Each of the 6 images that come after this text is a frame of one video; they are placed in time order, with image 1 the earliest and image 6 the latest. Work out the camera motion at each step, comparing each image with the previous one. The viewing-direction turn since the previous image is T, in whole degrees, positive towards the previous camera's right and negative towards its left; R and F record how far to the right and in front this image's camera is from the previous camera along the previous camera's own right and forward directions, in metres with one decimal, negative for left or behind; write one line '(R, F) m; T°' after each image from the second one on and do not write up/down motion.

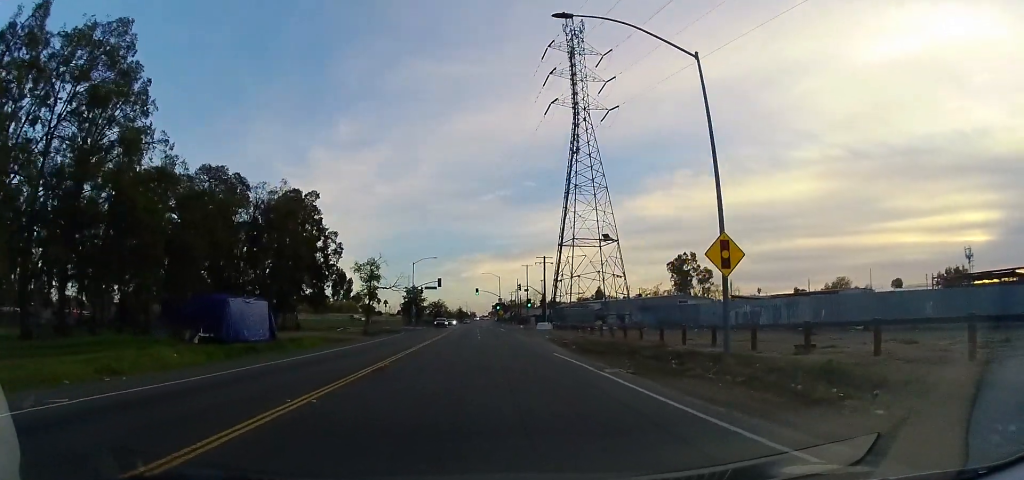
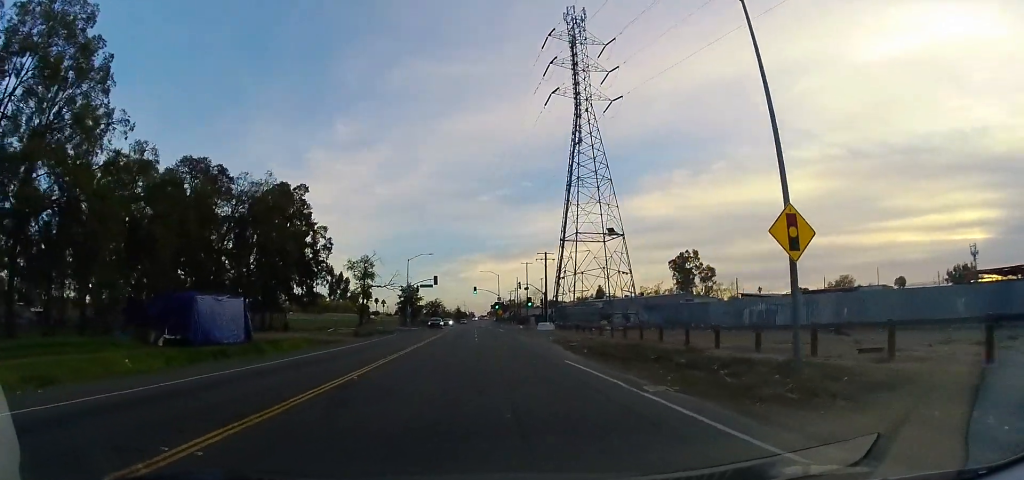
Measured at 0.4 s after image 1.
(0.0, +3.7) m; +1°
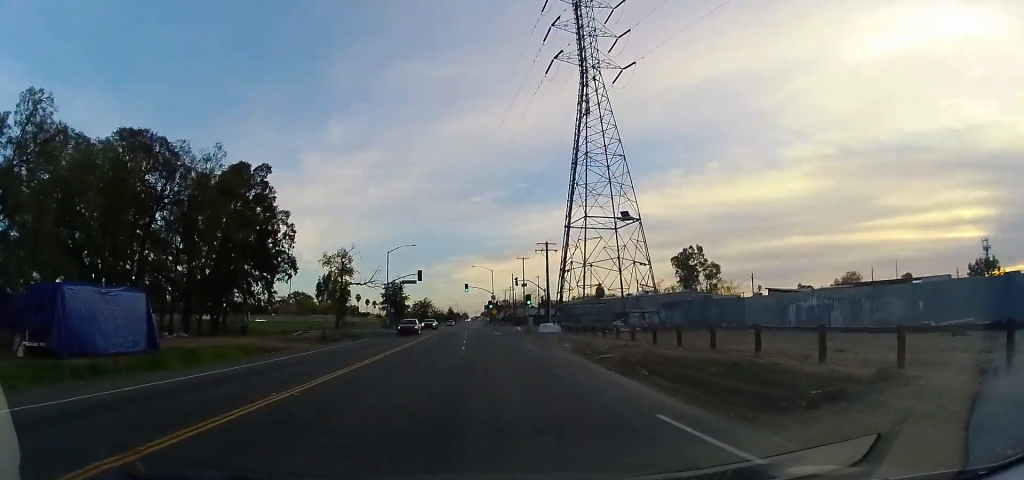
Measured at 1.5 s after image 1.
(+0.3, +10.0) m; -1°
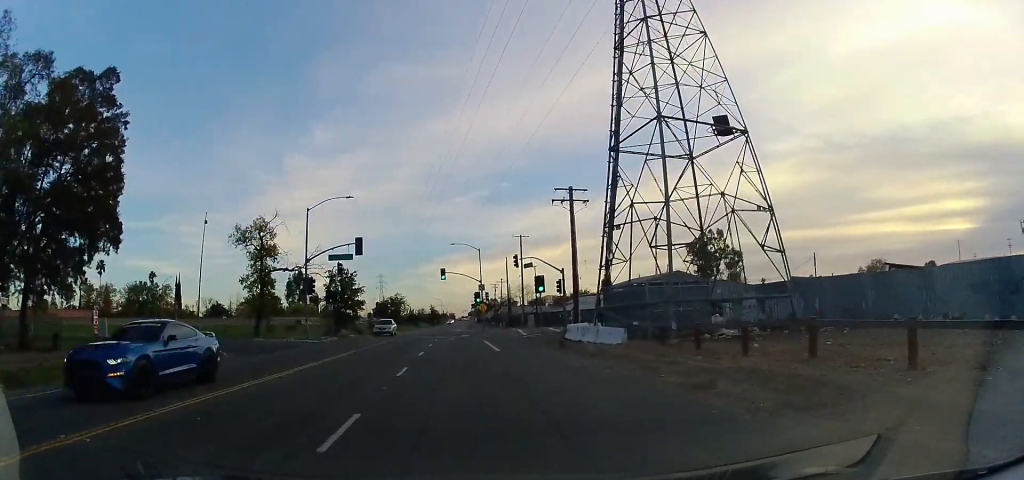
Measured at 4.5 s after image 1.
(-0.1, +26.5) m; +1°
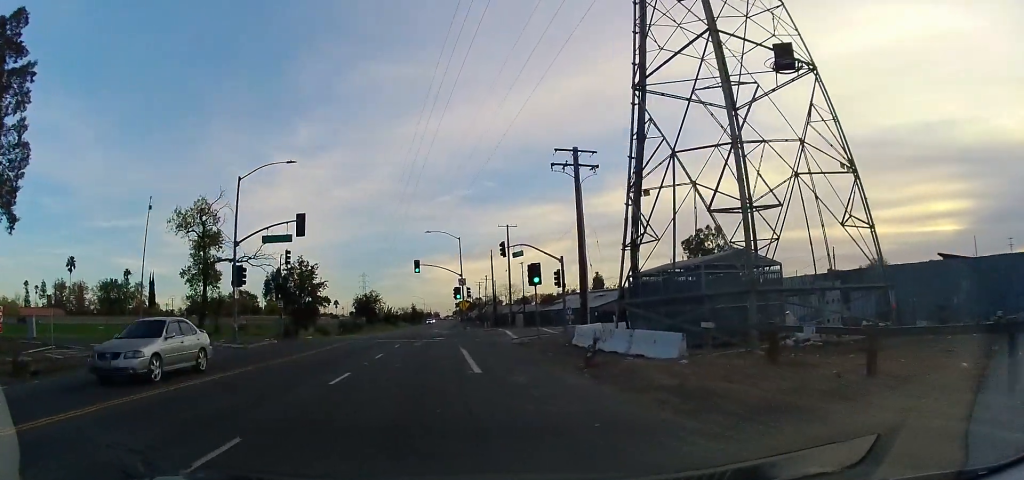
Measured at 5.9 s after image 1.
(0.0, +11.3) m; -4°
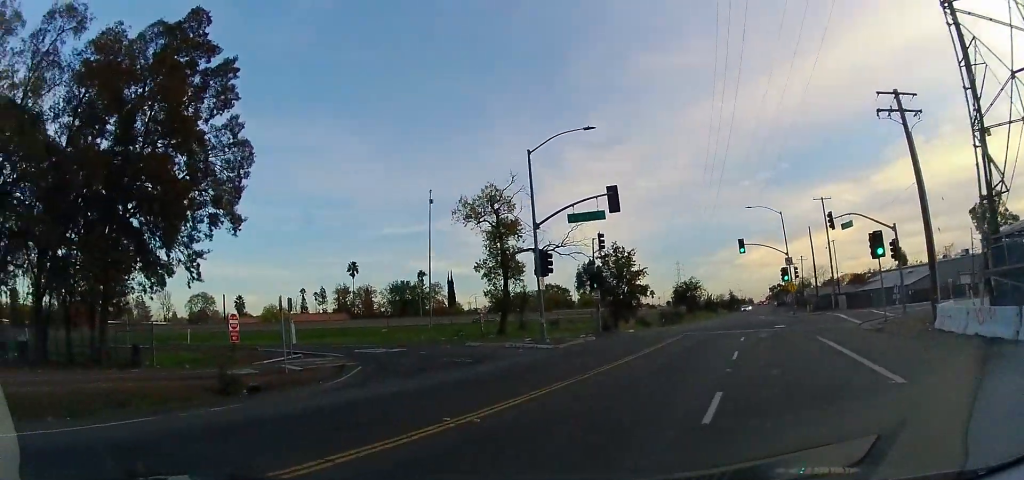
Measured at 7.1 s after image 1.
(-0.9, +6.6) m; -36°
